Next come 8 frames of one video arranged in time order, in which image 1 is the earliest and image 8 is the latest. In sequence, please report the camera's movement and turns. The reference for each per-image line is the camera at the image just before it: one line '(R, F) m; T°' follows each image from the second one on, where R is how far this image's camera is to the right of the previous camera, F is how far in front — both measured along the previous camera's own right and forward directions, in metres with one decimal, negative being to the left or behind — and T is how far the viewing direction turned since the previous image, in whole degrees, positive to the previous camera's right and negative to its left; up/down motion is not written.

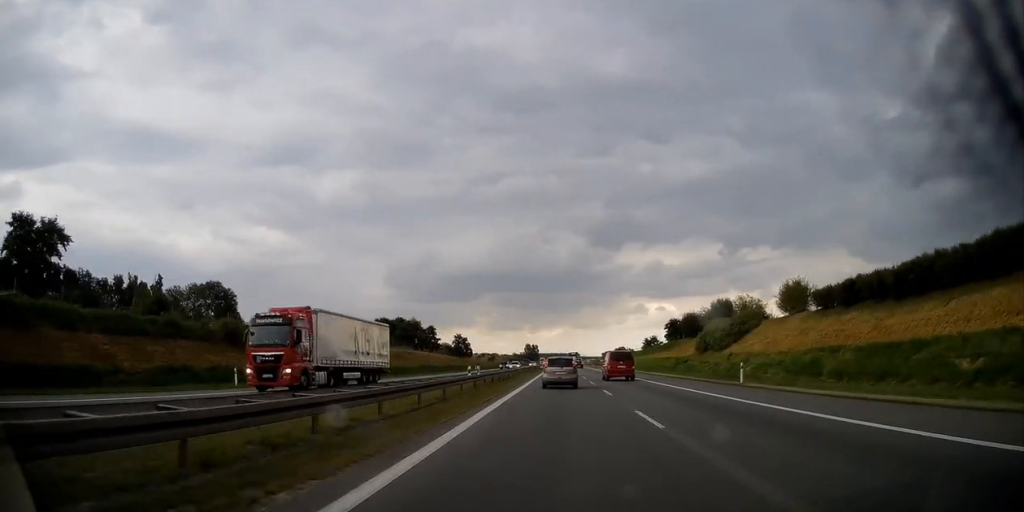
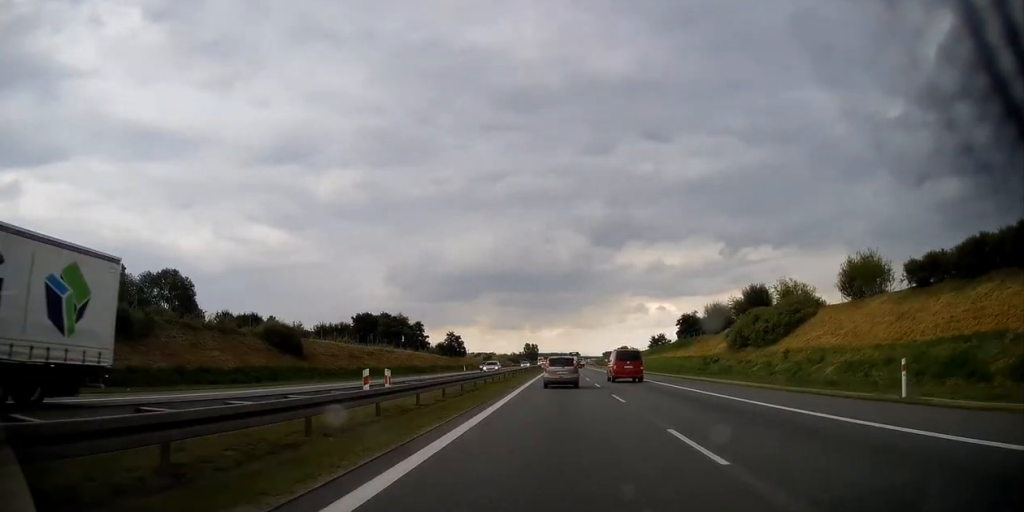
(-0.2, +16.5) m; 0°
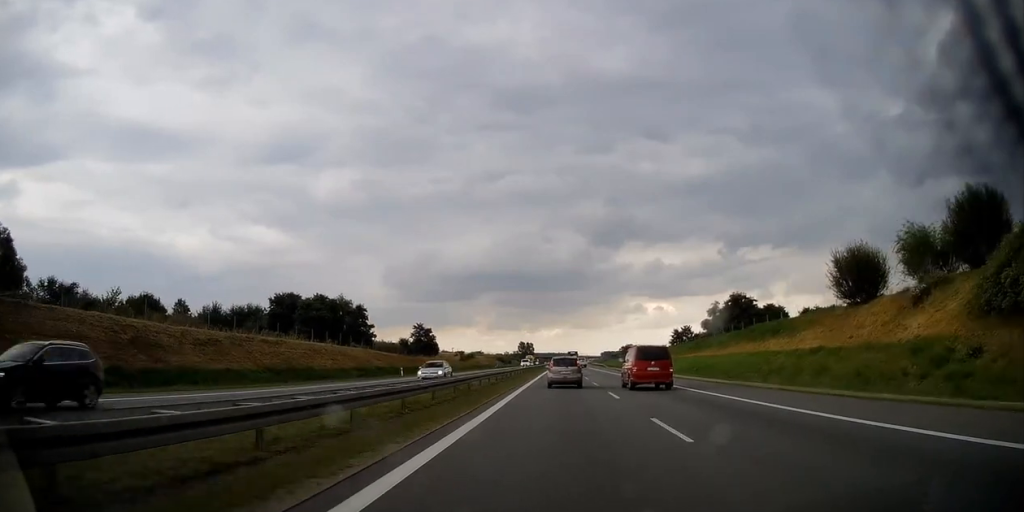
(-0.1, +46.0) m; 0°
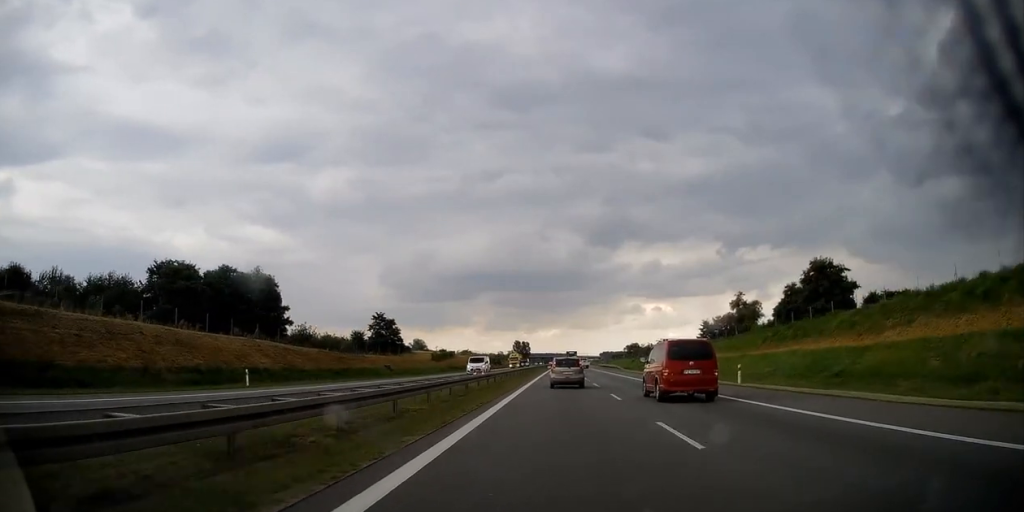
(+0.1, +37.0) m; 0°
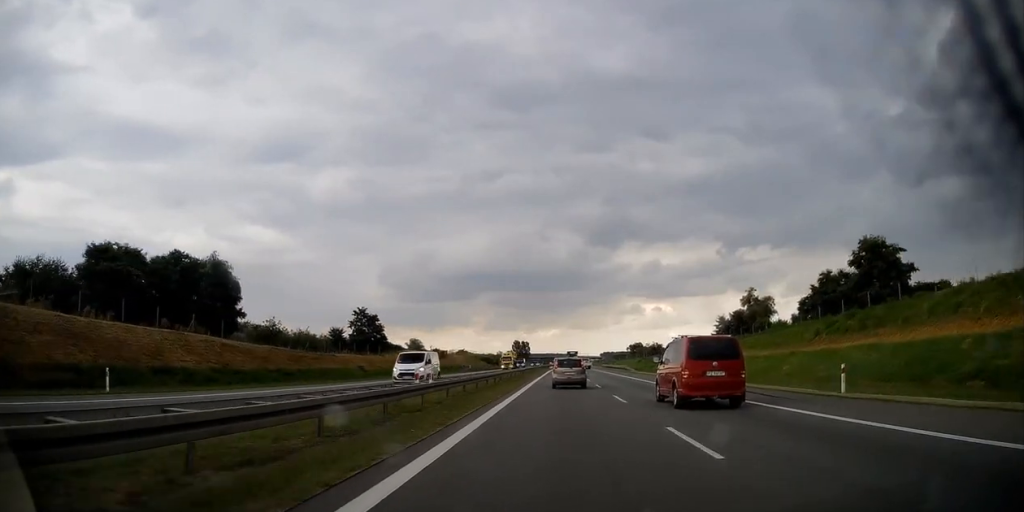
(0.0, +13.0) m; 0°
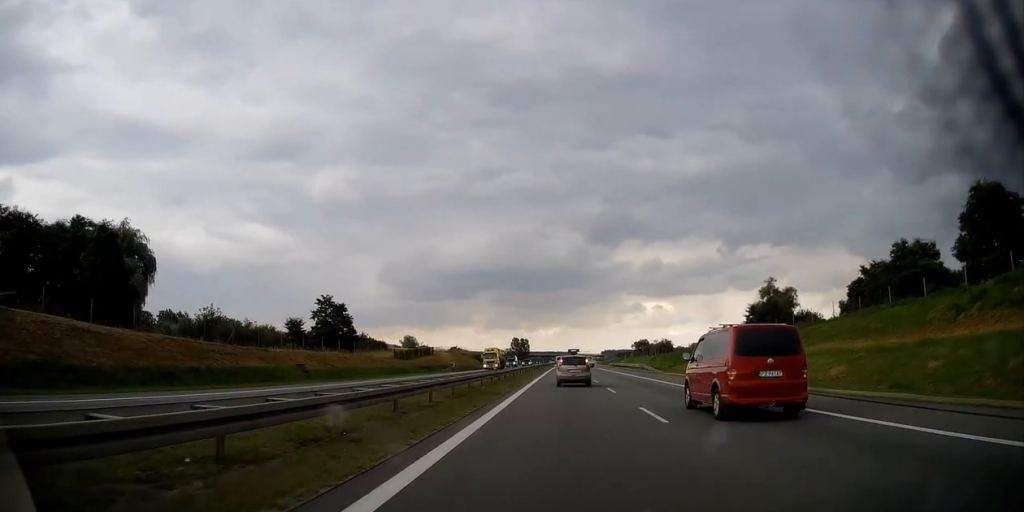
(0.0, +19.4) m; 0°
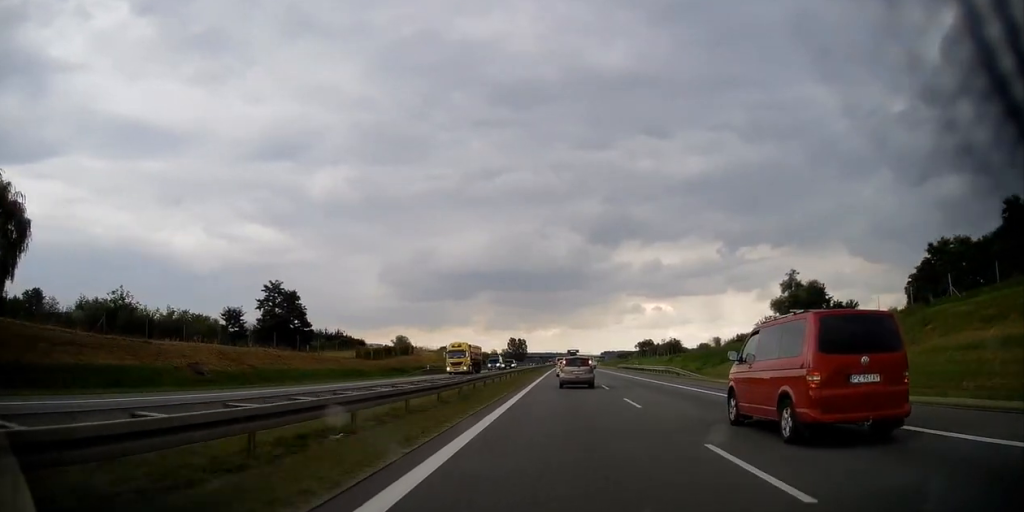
(0.0, +19.3) m; 0°
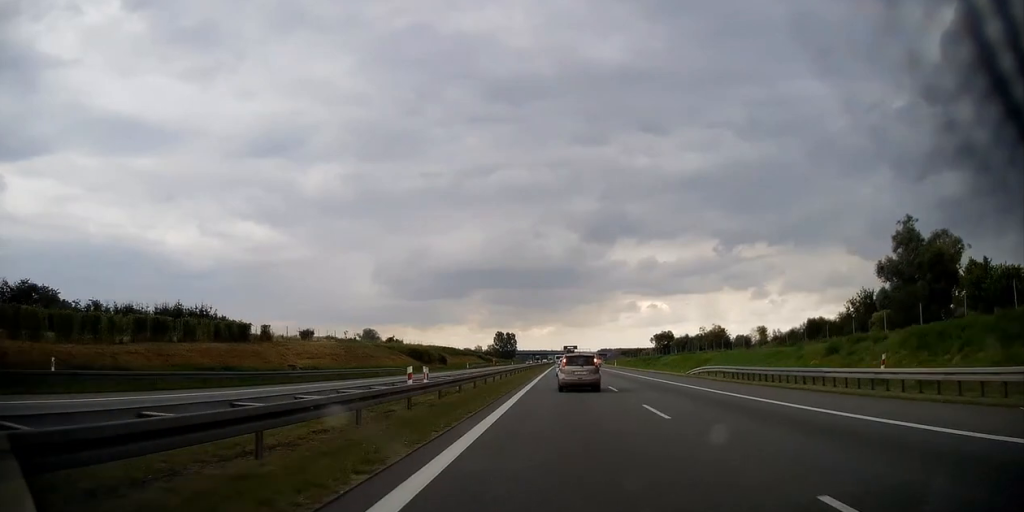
(+0.3, +63.3) m; +1°
